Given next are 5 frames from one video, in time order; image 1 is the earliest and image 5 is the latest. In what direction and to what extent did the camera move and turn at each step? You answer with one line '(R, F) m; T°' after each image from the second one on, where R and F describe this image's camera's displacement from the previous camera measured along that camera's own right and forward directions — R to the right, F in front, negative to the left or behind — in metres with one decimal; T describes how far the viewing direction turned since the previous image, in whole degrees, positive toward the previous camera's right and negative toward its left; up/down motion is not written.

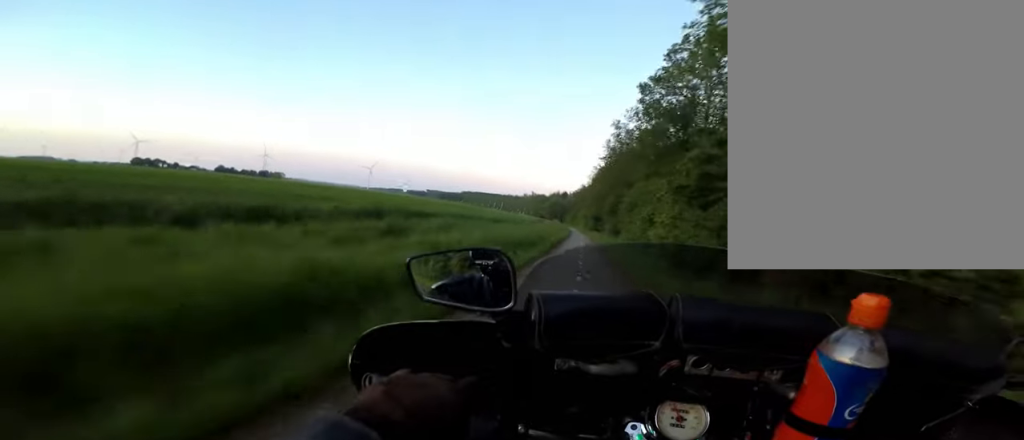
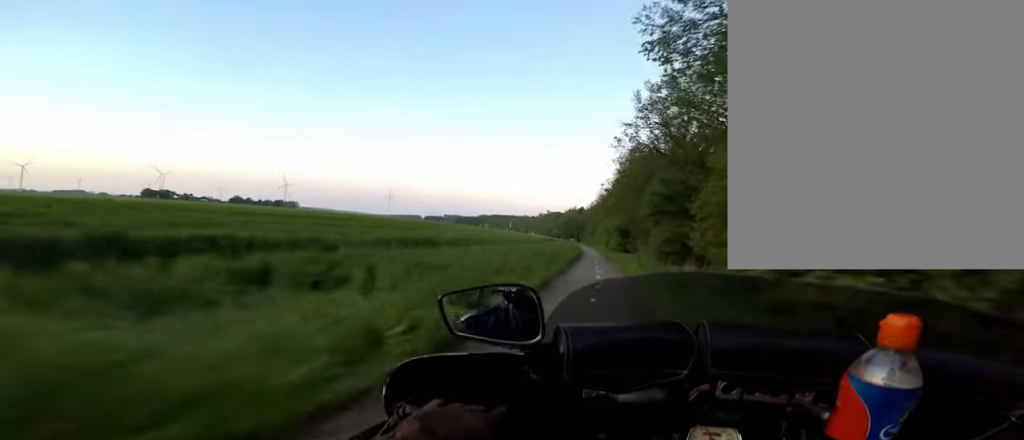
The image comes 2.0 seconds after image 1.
(0.0, +23.8) m; 0°
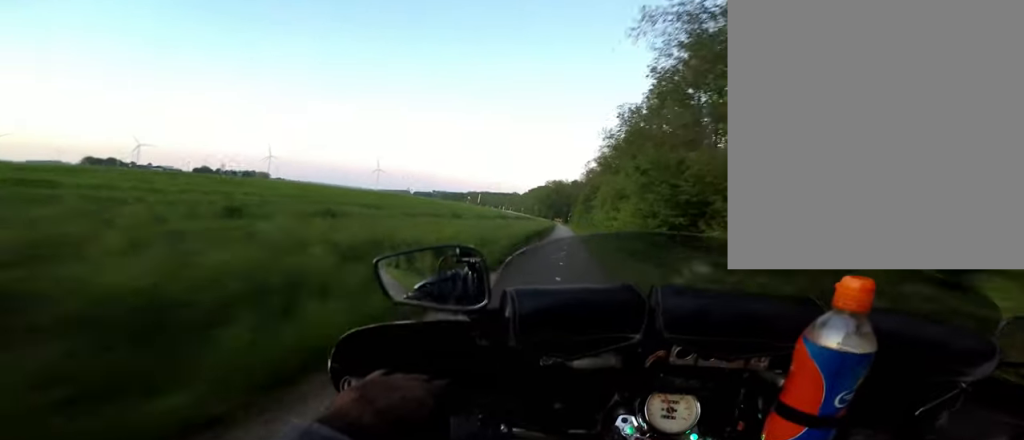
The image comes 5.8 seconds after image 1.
(0.0, +43.8) m; 0°
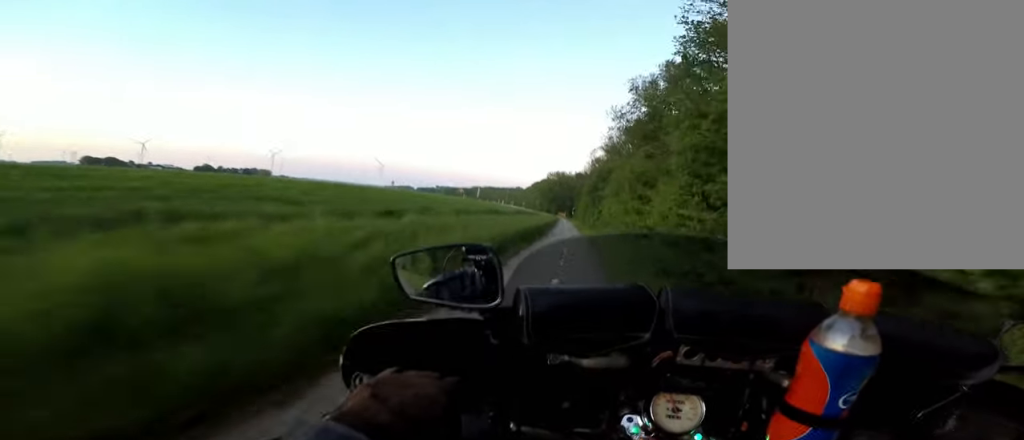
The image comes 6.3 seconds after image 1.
(0.0, +6.6) m; 0°
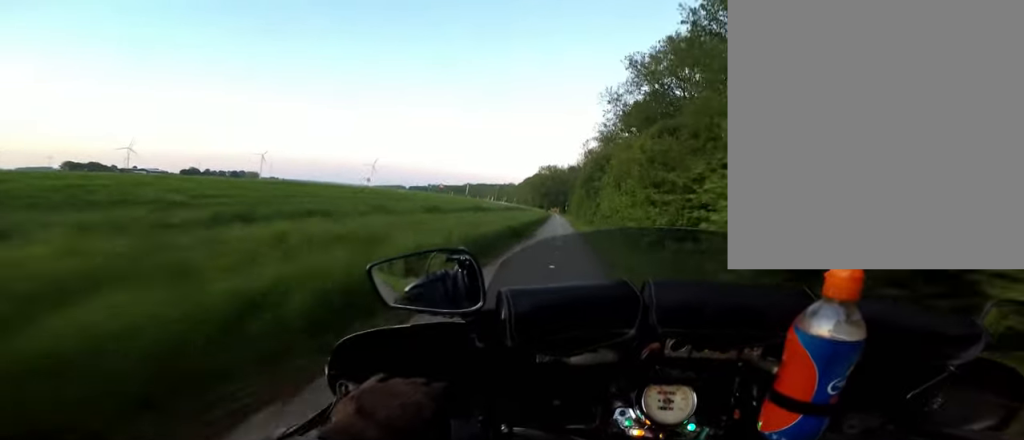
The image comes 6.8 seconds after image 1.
(0.0, +4.6) m; 0°
